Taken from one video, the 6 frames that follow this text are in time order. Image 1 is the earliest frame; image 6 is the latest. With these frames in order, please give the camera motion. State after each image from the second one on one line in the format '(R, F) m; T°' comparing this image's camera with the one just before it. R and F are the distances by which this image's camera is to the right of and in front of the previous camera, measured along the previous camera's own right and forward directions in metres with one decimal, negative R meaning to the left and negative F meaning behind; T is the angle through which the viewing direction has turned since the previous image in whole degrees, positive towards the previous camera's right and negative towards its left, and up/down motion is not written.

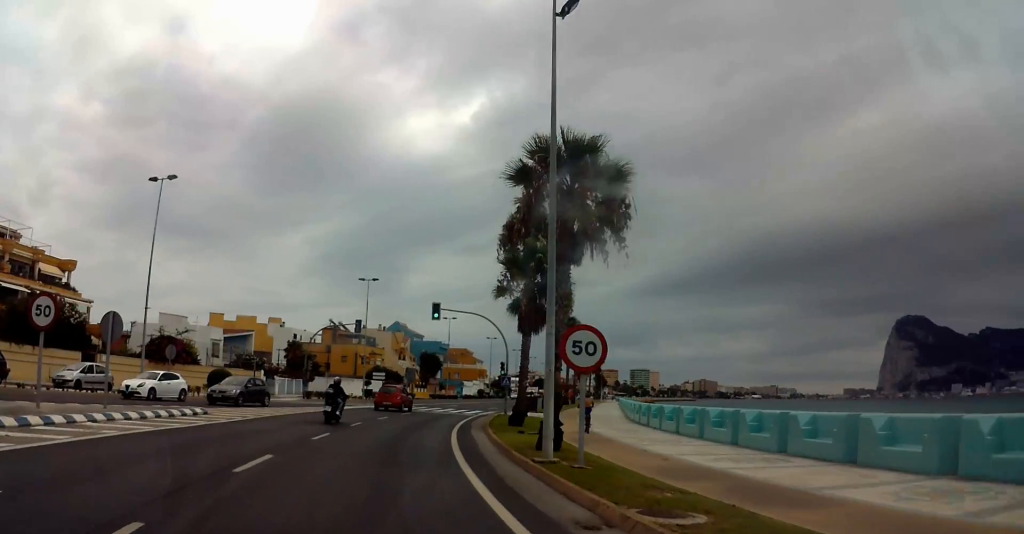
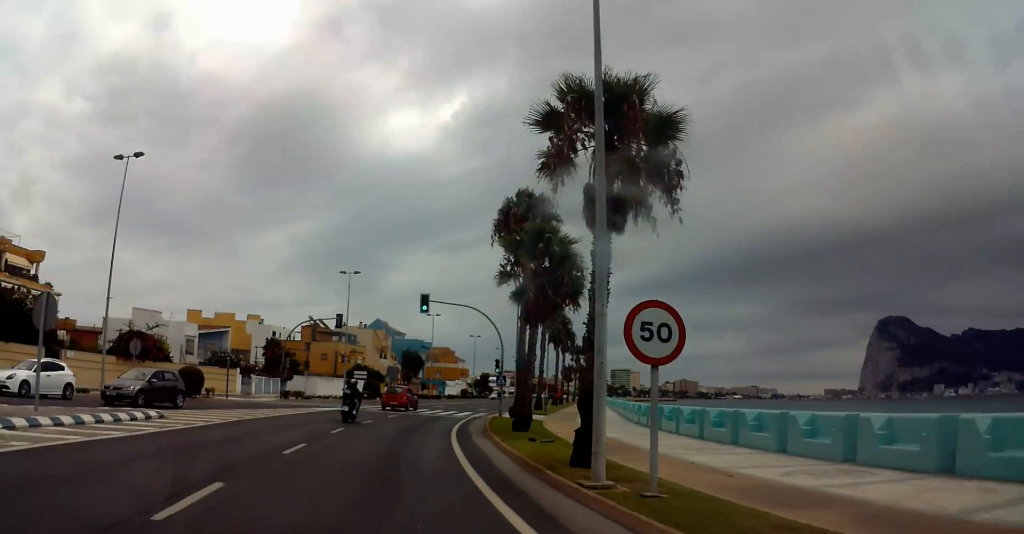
(0.0, +4.2) m; 0°
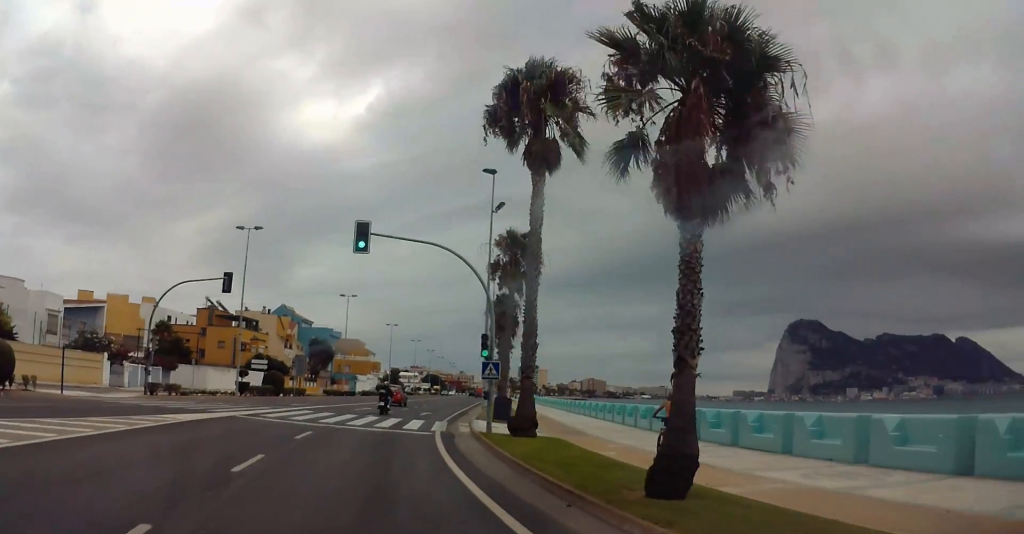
(+0.4, +16.6) m; +2°
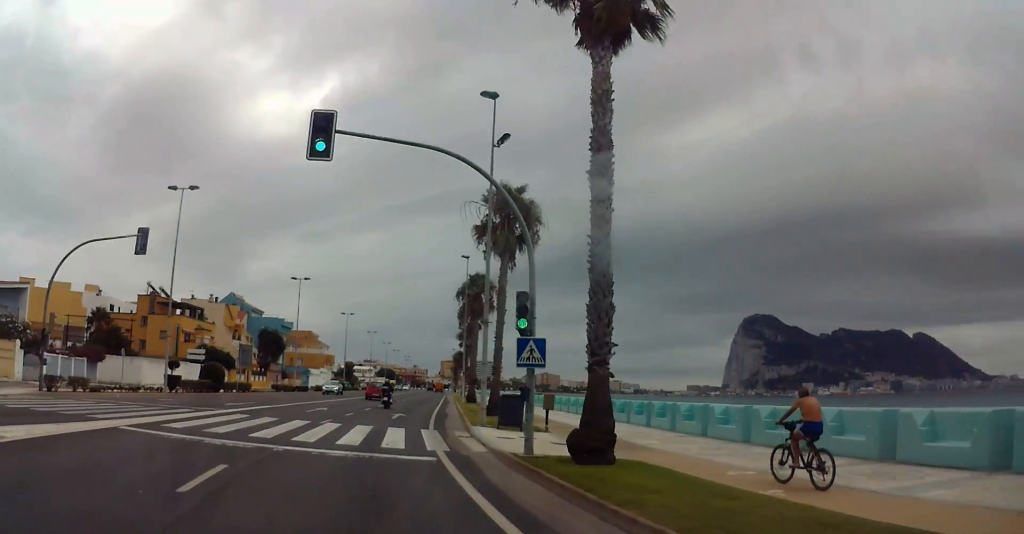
(0.0, +8.8) m; +1°
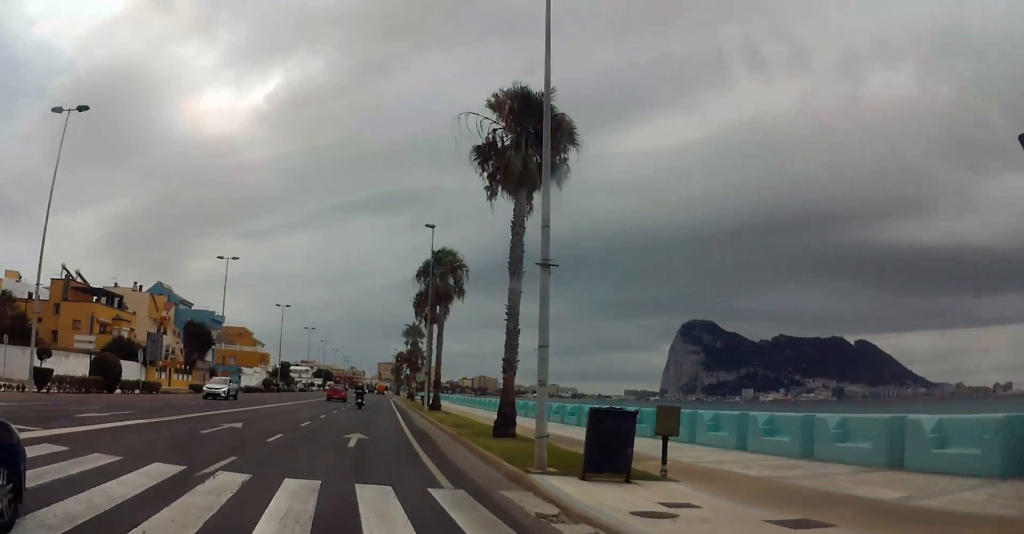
(+0.3, +12.4) m; +9°
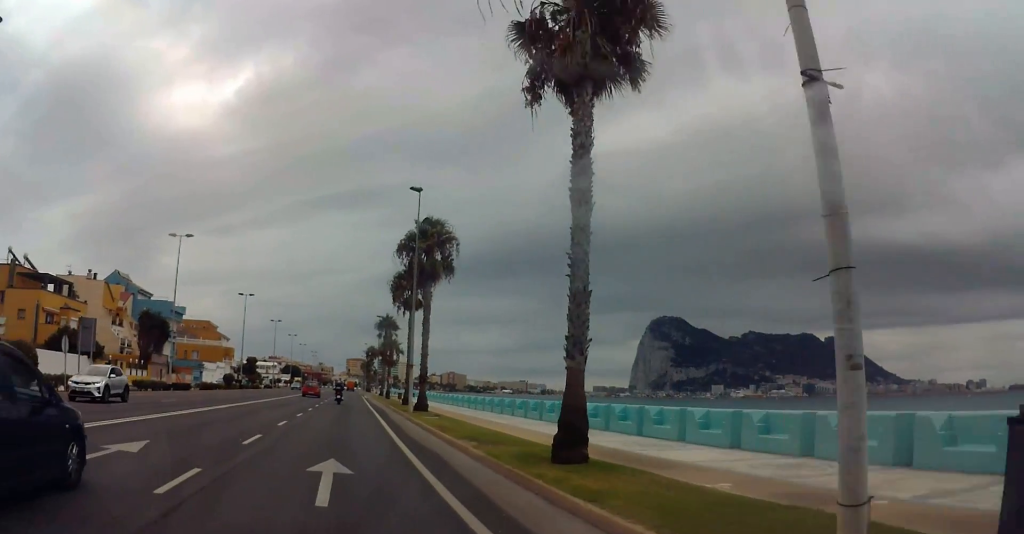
(+1.1, +8.4) m; +7°
